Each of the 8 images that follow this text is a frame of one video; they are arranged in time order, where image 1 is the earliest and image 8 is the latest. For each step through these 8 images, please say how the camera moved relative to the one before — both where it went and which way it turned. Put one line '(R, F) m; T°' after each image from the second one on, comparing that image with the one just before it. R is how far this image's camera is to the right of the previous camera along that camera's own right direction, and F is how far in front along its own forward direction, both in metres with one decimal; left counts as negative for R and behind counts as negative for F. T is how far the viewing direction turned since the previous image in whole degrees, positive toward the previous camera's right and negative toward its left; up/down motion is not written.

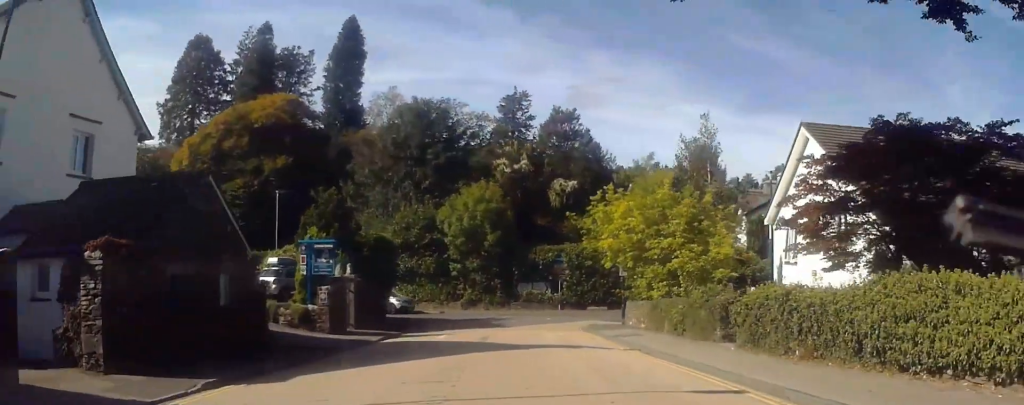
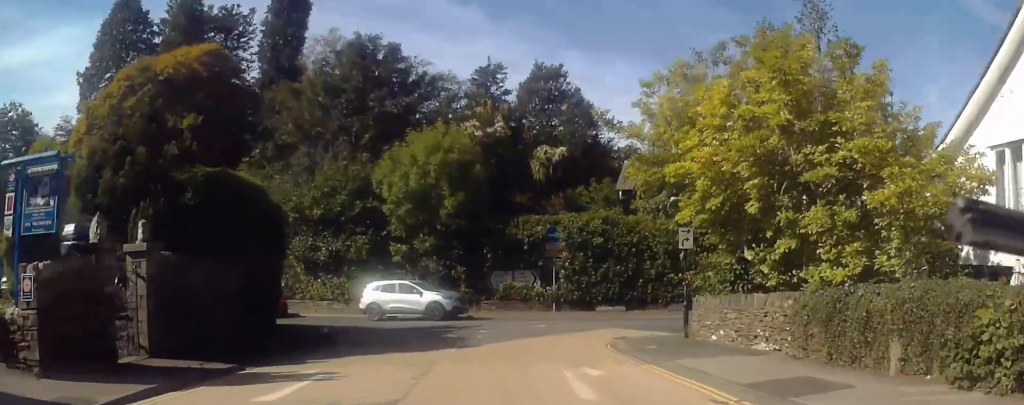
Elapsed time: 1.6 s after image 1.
(+0.5, +15.7) m; +3°
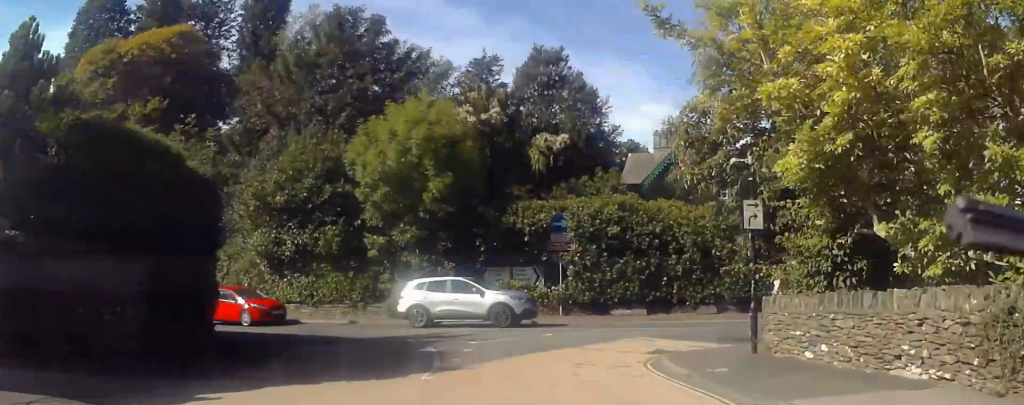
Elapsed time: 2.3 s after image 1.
(+0.1, +5.2) m; +1°
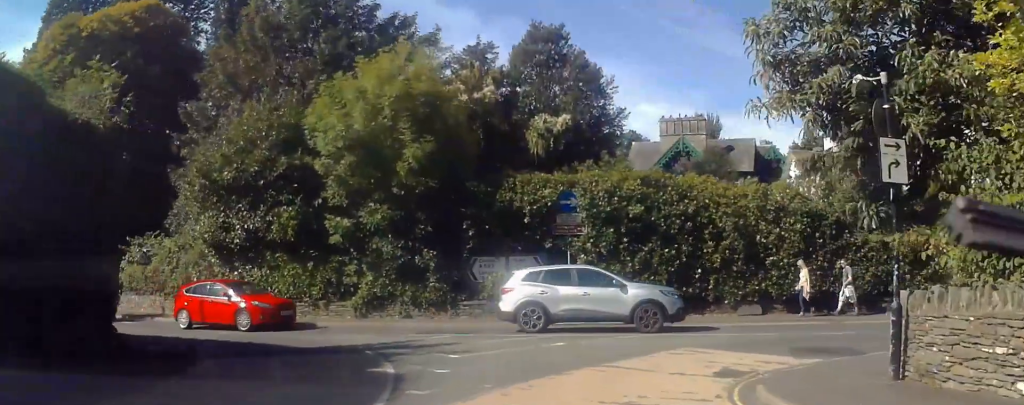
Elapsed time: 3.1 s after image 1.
(0.0, +5.3) m; +1°
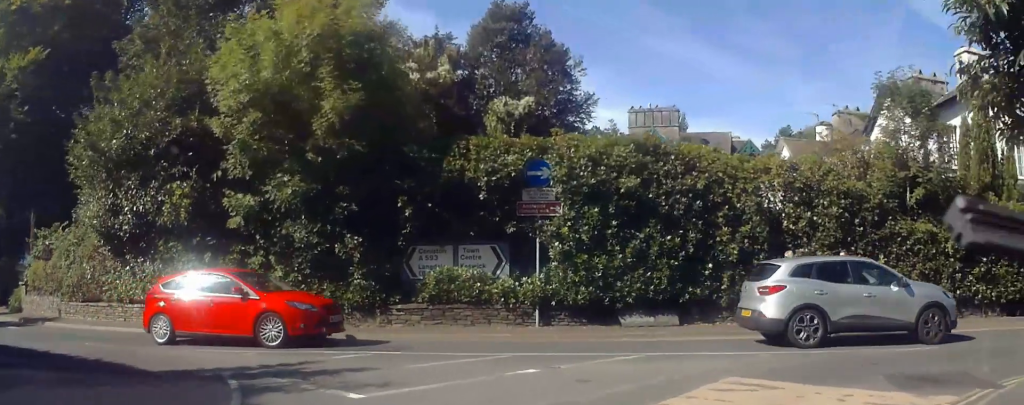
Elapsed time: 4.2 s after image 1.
(+0.1, +5.7) m; 0°
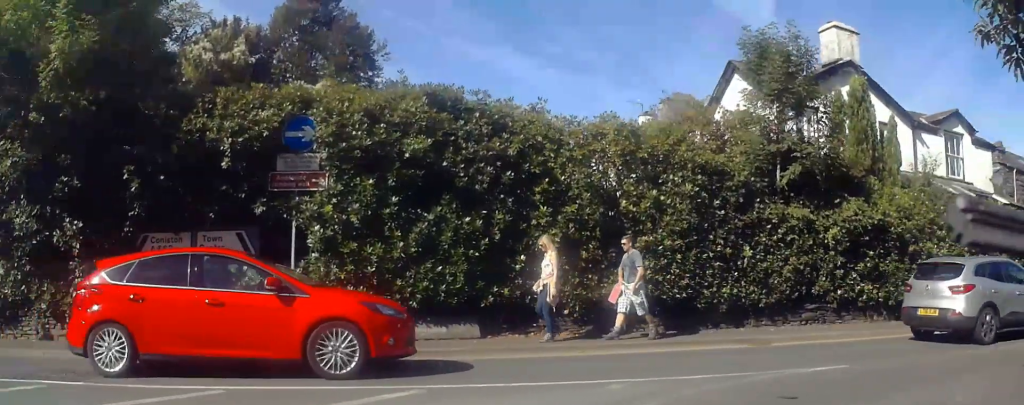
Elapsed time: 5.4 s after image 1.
(-0.2, +4.7) m; -1°
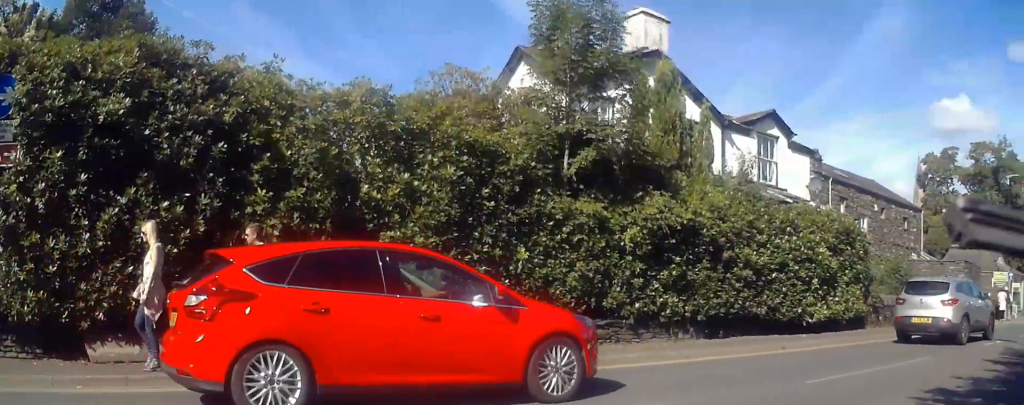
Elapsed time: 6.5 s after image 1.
(+0.2, +3.5) m; +25°
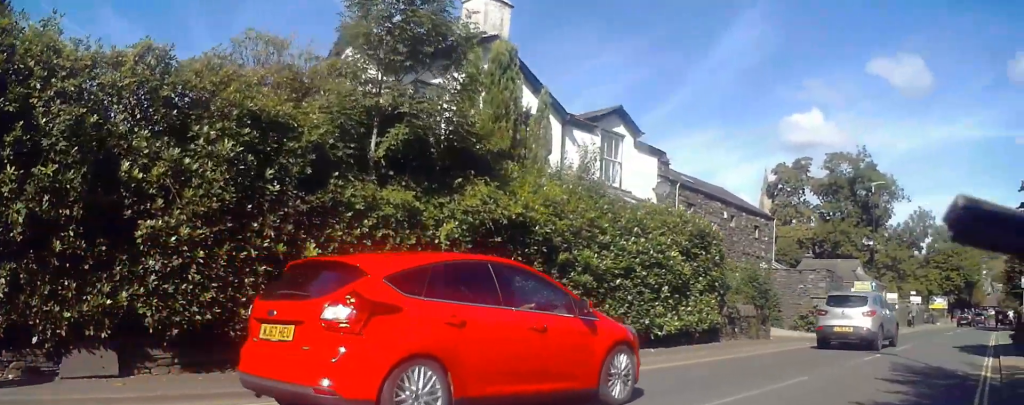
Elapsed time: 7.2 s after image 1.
(+0.7, +2.4) m; +29°
